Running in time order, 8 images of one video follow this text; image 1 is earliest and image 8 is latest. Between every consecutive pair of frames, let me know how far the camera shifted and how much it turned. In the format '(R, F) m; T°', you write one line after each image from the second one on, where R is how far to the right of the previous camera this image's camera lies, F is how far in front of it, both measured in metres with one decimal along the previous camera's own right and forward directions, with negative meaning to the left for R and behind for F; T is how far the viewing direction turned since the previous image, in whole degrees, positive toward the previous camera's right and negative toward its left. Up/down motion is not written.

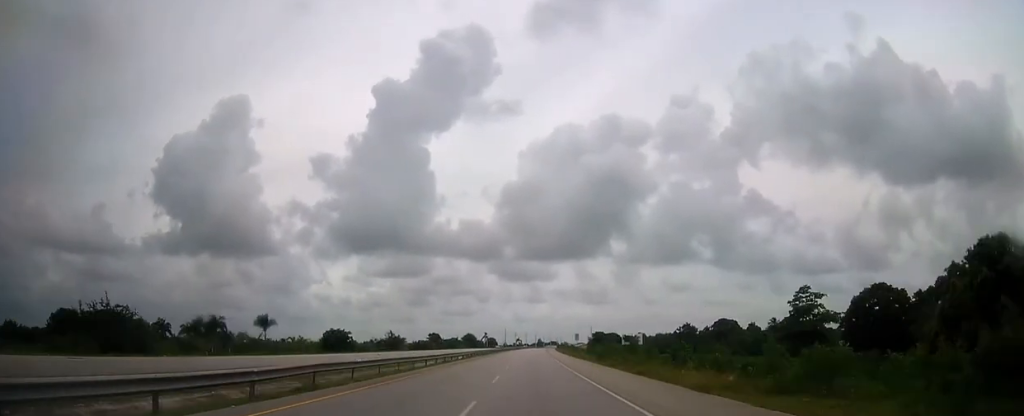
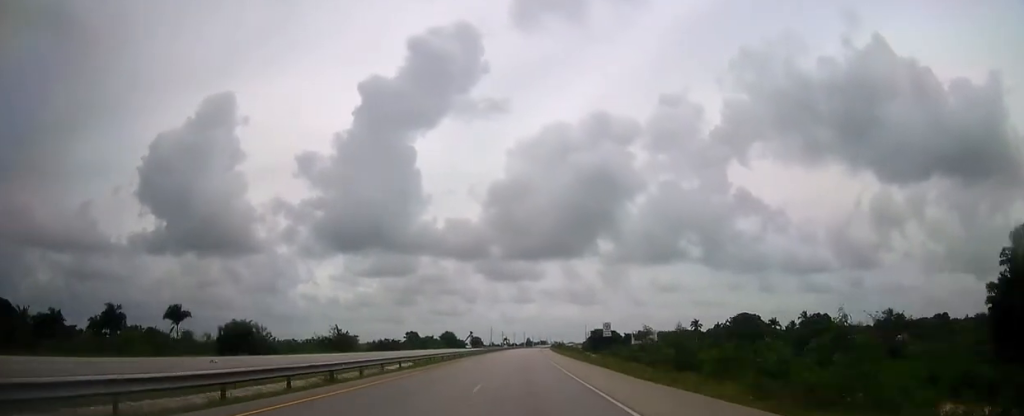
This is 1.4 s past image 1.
(+0.4, +40.8) m; +1°
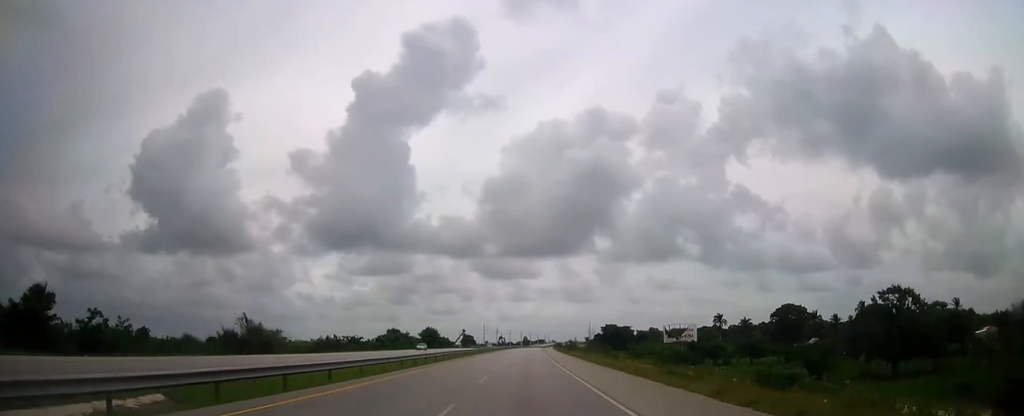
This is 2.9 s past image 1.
(+0.1, +43.6) m; +1°
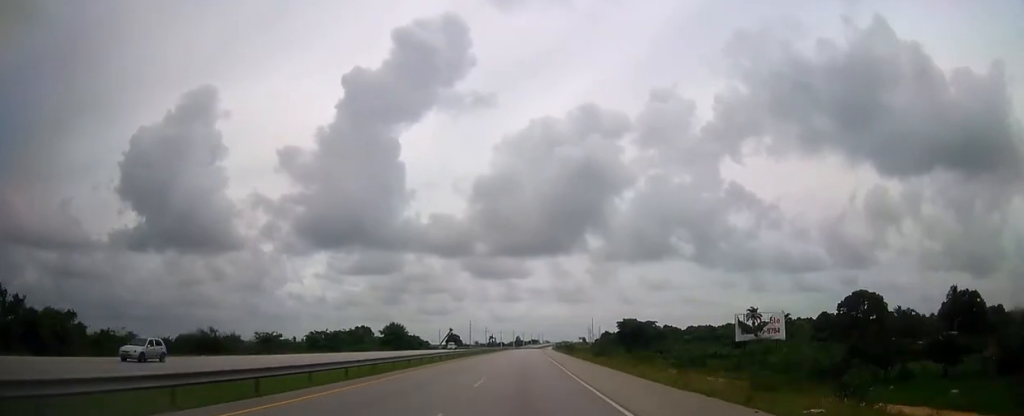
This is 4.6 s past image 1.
(+0.5, +49.7) m; +1°
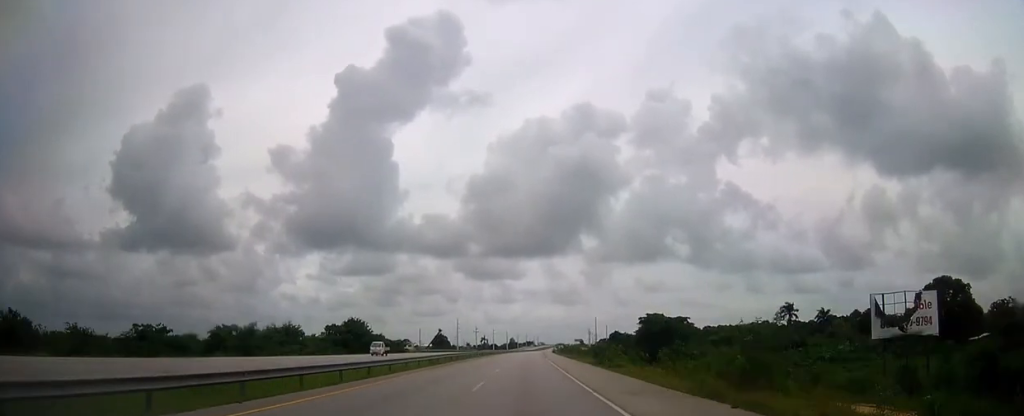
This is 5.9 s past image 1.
(+0.2, +37.6) m; +1°
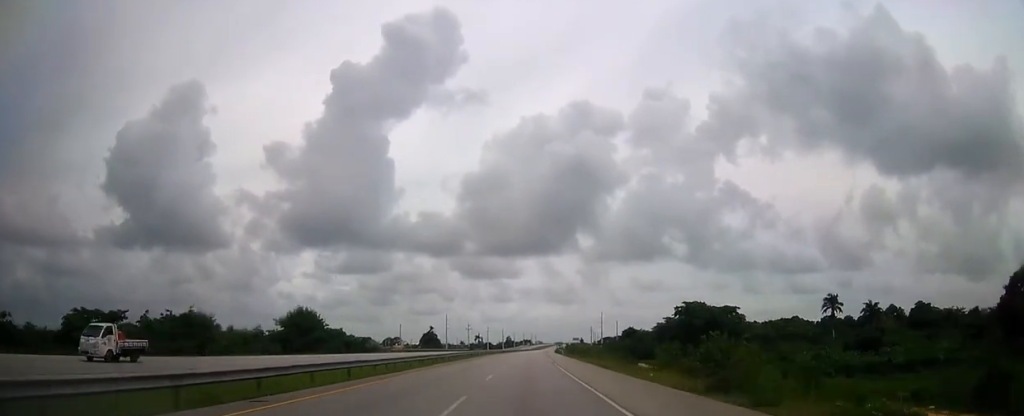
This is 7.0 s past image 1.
(+0.1, +31.6) m; 0°
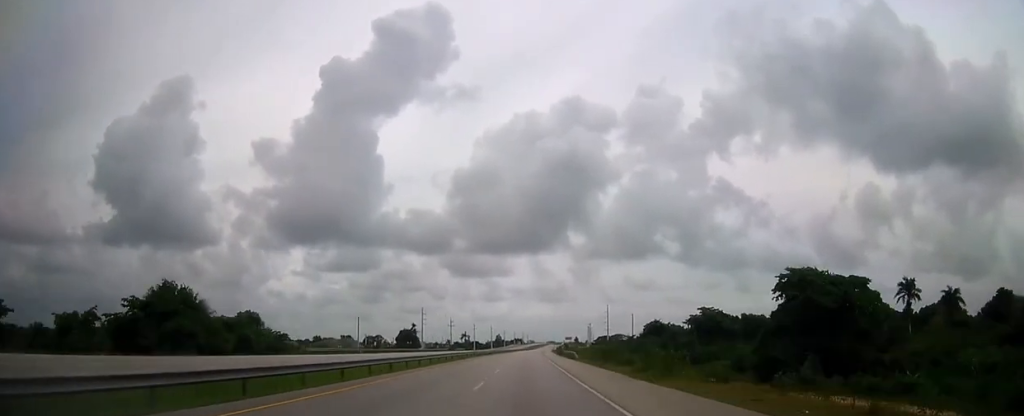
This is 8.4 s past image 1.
(+0.2, +40.5) m; +1°
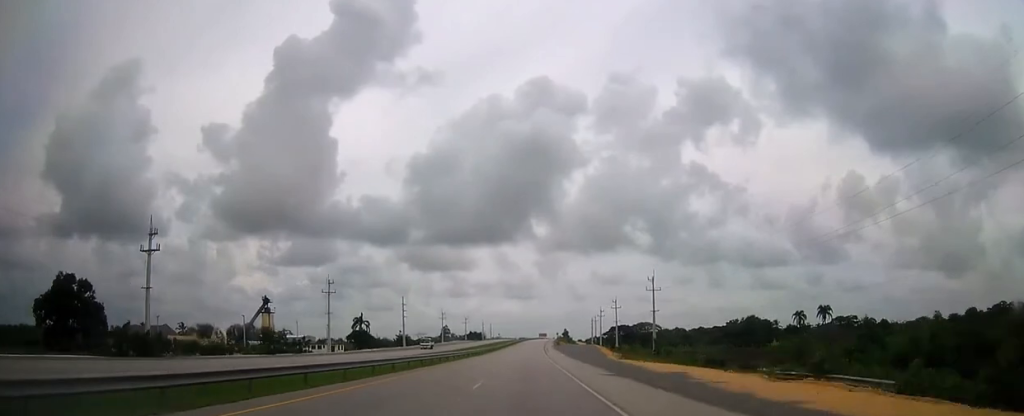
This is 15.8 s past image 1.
(+5.8, +215.5) m; +3°
